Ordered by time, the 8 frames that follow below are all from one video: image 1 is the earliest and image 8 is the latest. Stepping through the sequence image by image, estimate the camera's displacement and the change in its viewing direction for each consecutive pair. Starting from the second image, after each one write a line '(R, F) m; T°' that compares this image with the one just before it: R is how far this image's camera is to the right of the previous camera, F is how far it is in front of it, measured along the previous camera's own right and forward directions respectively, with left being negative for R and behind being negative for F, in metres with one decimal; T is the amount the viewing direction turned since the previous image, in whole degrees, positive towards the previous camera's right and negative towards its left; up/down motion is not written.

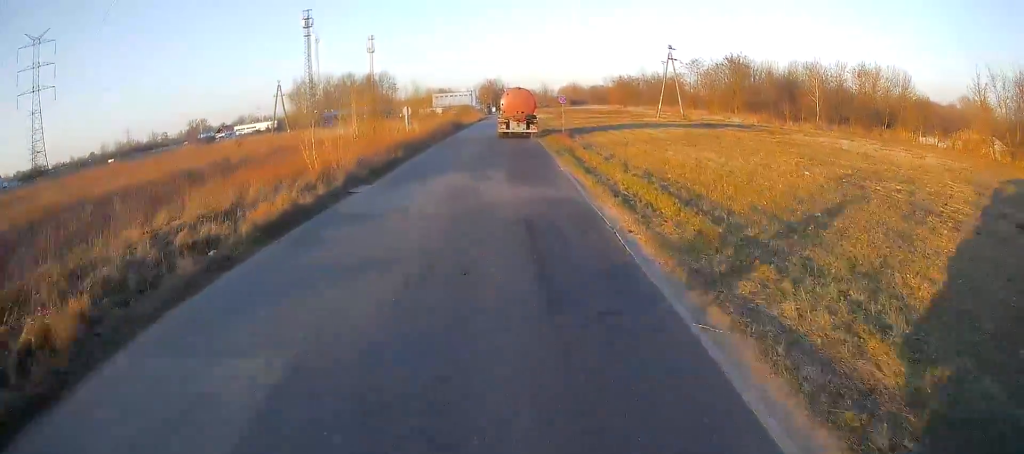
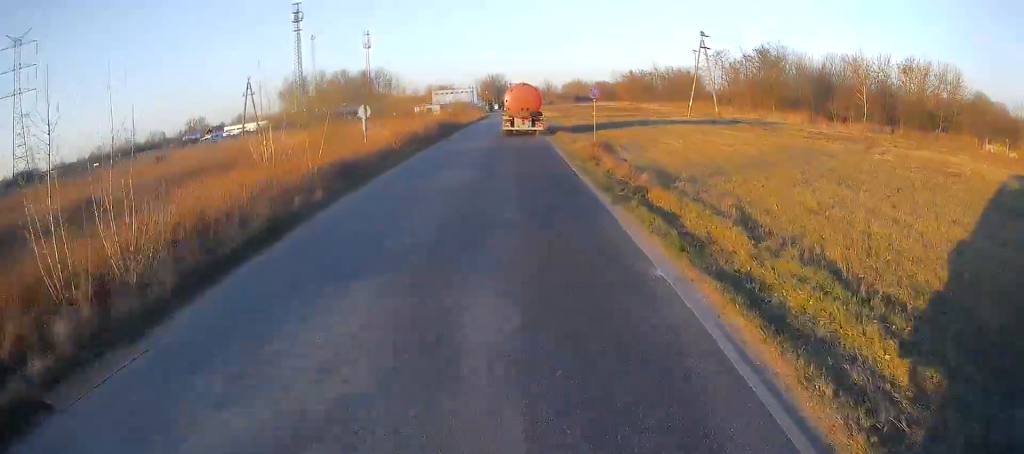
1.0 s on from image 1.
(+0.1, +13.3) m; 0°
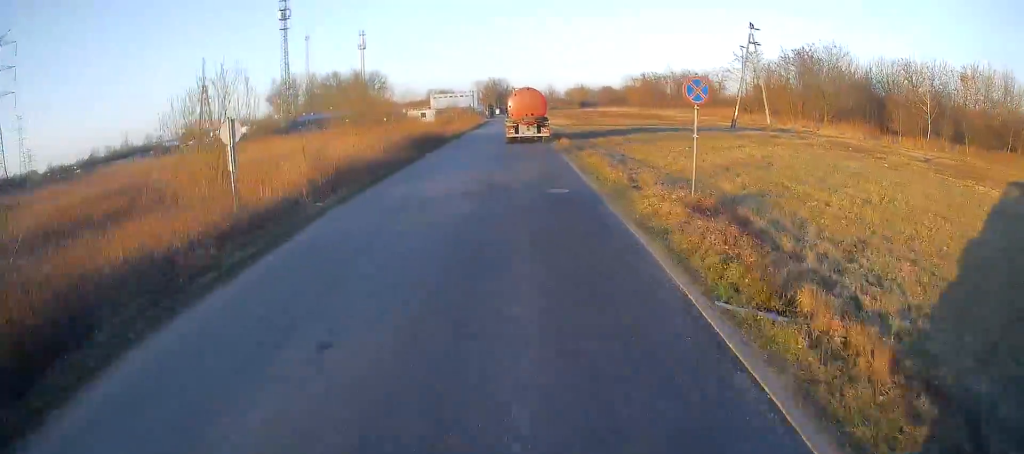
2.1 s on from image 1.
(-0.1, +14.3) m; 0°
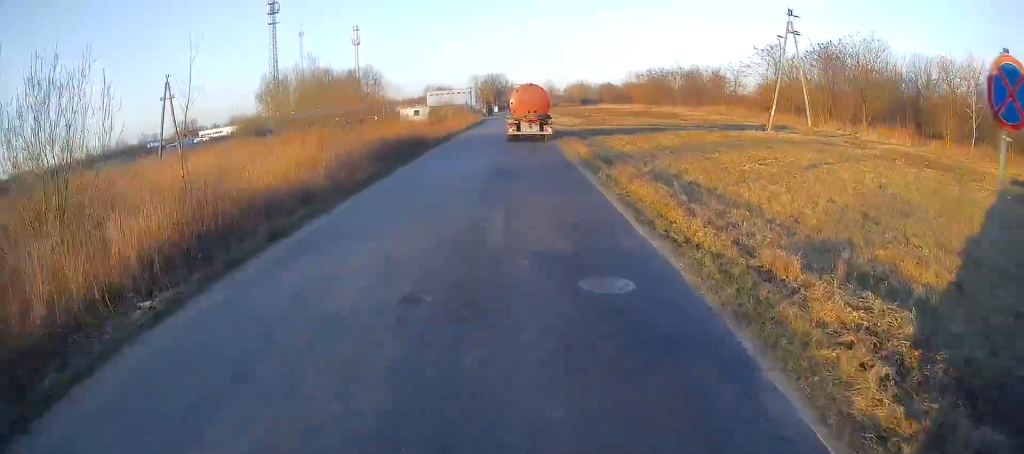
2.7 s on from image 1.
(+0.2, +8.7) m; 0°
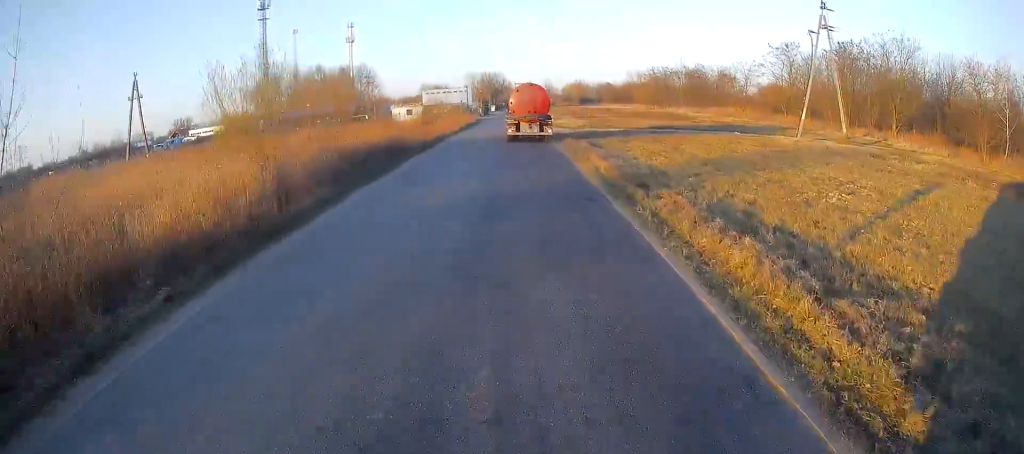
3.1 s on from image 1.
(0.0, +6.0) m; -1°
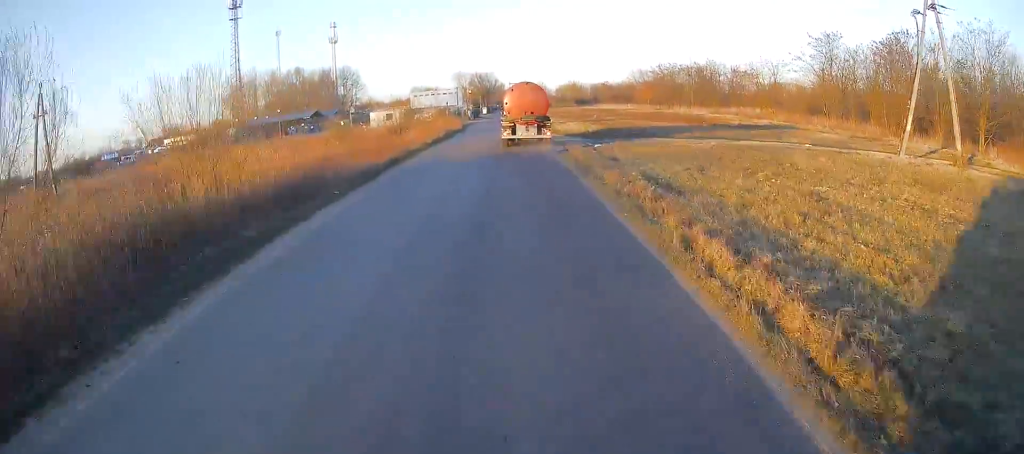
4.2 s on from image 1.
(-0.3, +13.9) m; -2°
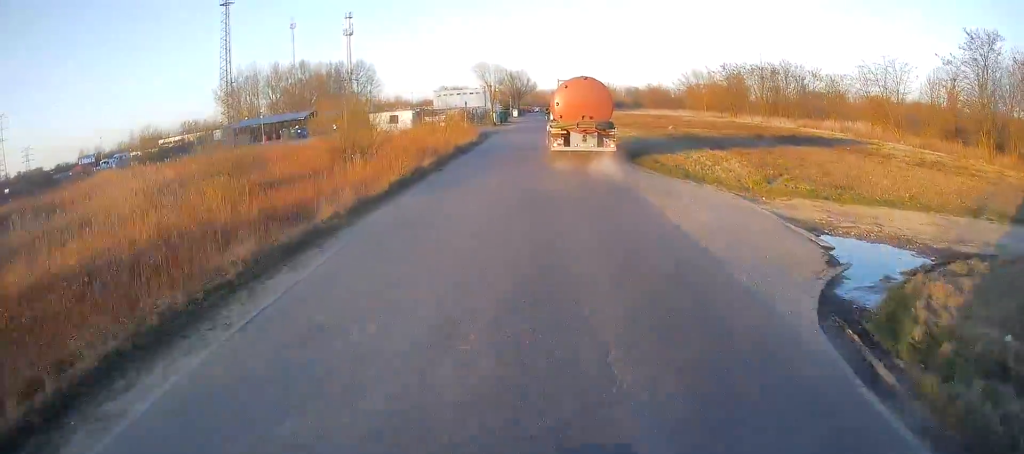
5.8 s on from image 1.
(-0.8, +22.4) m; -3°
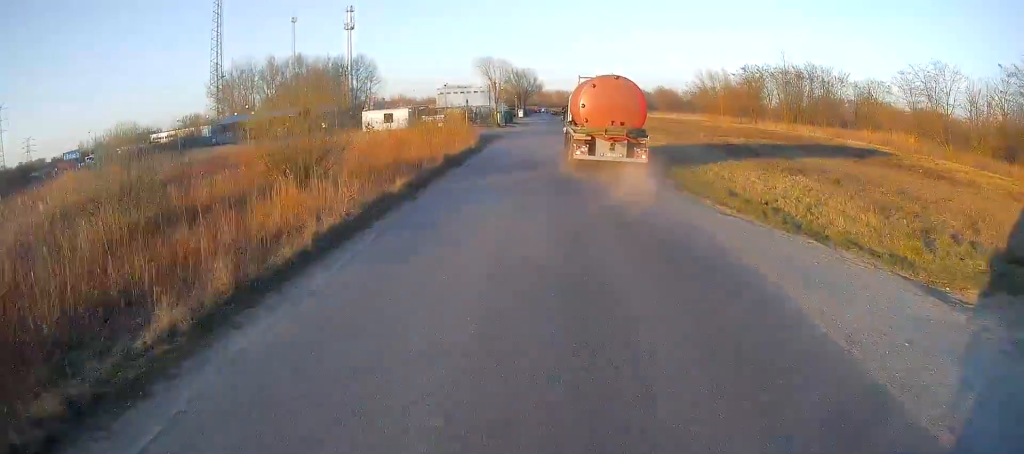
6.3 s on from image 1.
(+0.1, +7.3) m; +1°
